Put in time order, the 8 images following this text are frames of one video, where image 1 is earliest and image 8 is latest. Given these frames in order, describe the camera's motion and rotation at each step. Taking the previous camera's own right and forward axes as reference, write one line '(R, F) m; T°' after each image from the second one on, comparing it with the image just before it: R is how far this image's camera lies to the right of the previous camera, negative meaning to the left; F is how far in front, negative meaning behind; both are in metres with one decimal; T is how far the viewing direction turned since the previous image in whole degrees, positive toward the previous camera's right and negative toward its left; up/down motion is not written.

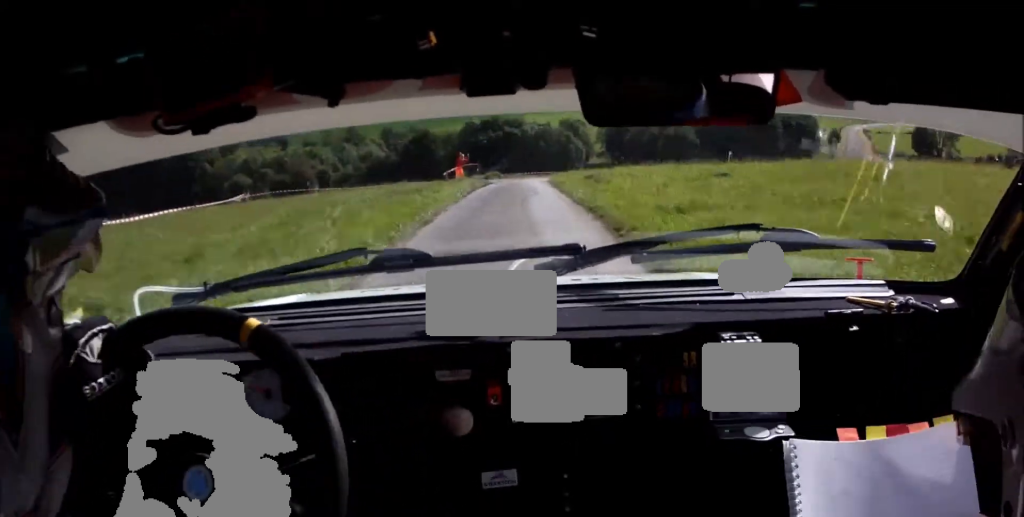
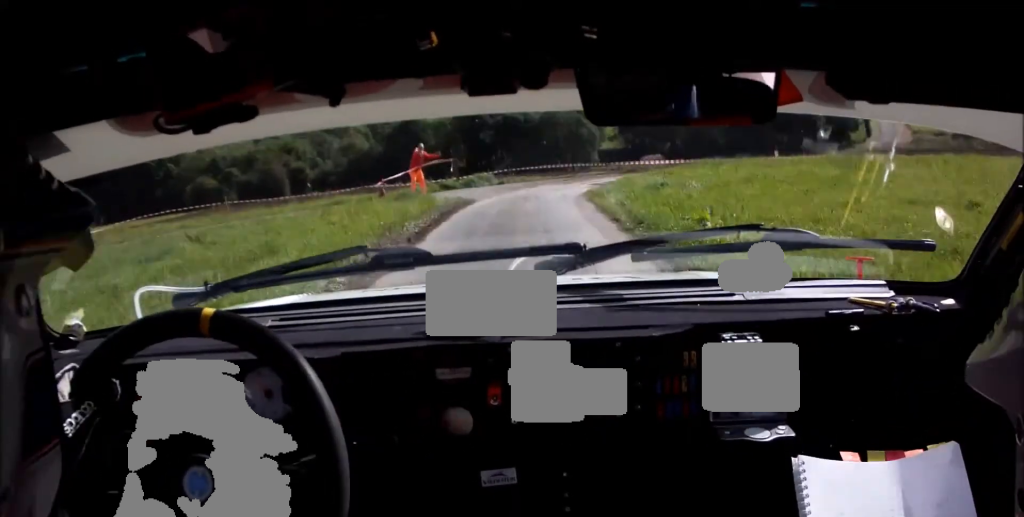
(+0.2, +18.0) m; +2°
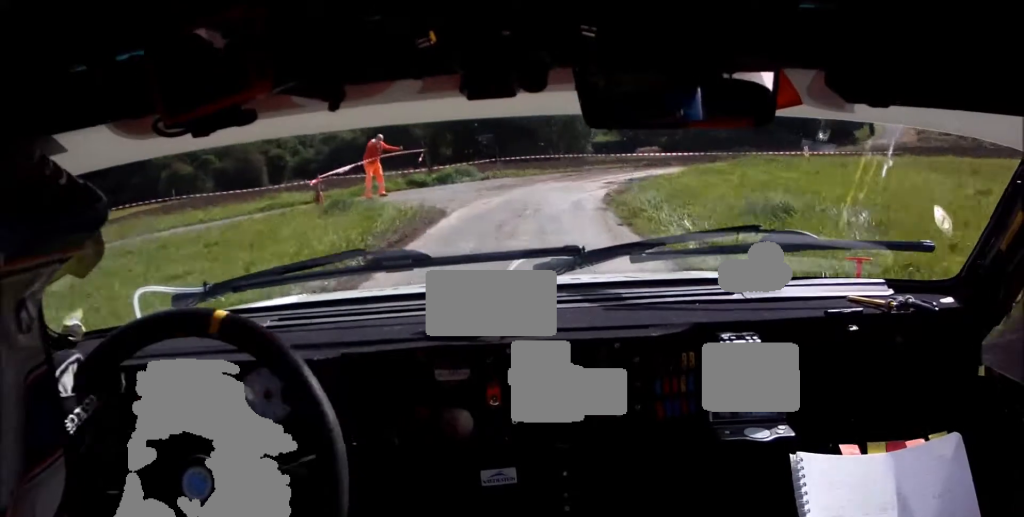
(0.0, +5.8) m; +4°
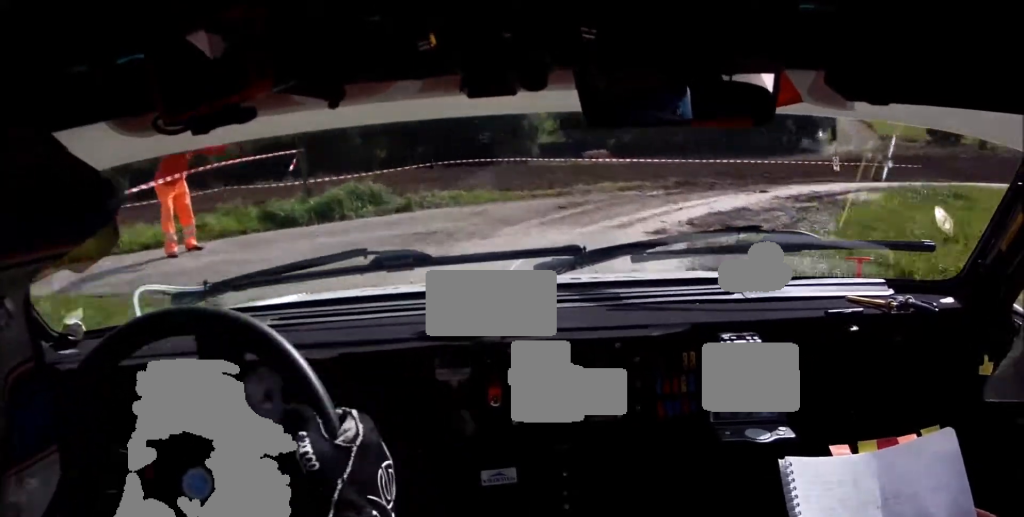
(0.0, +9.9) m; +17°
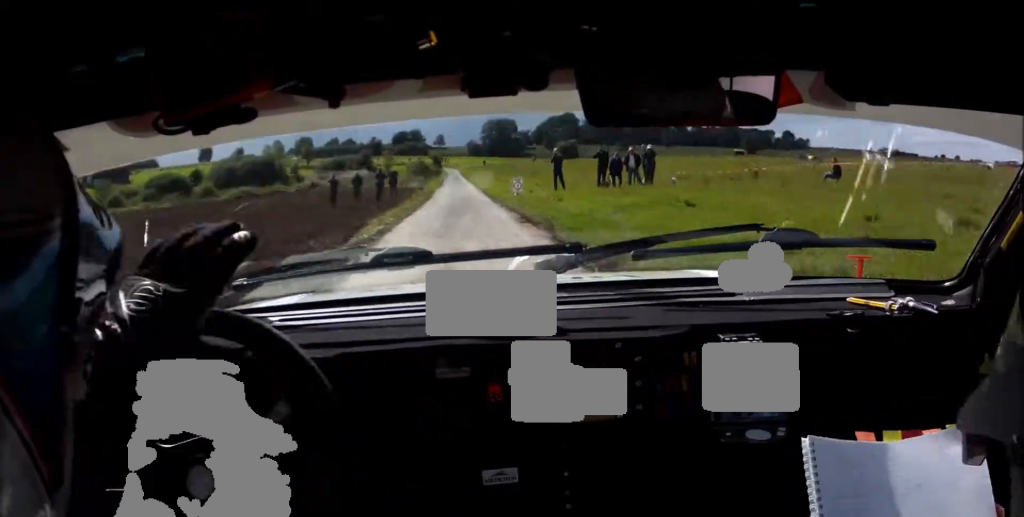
(+8.8, +16.7) m; +43°
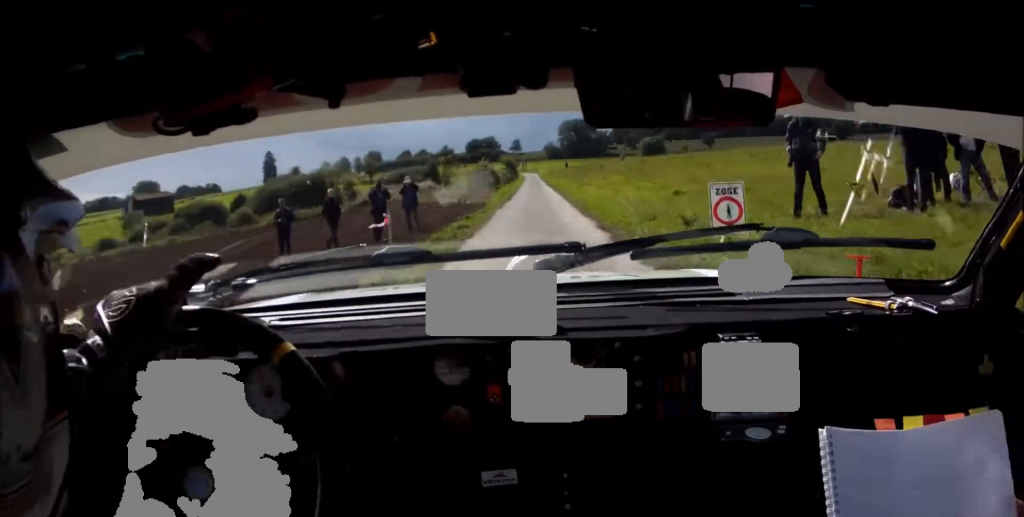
(+2.9, +24.1) m; +7°
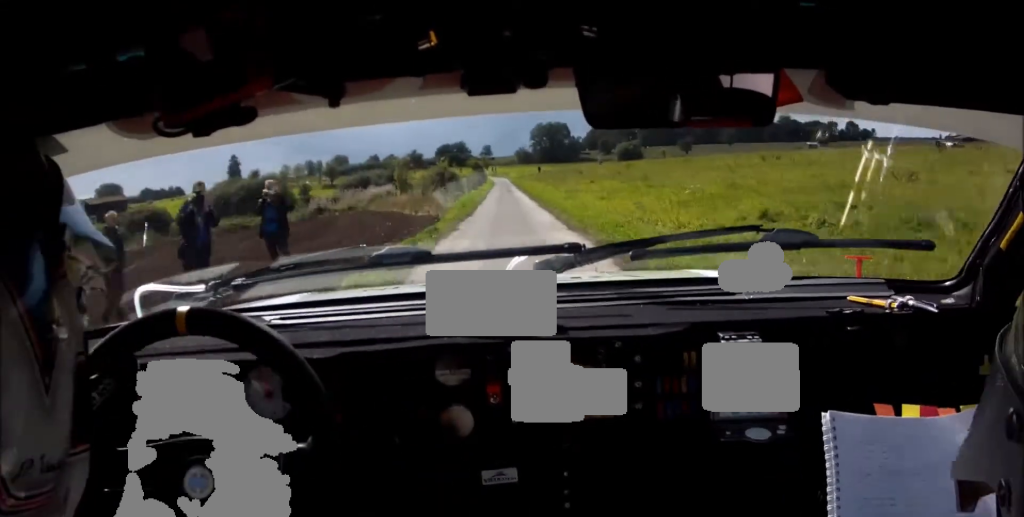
(0.0, +11.8) m; -1°
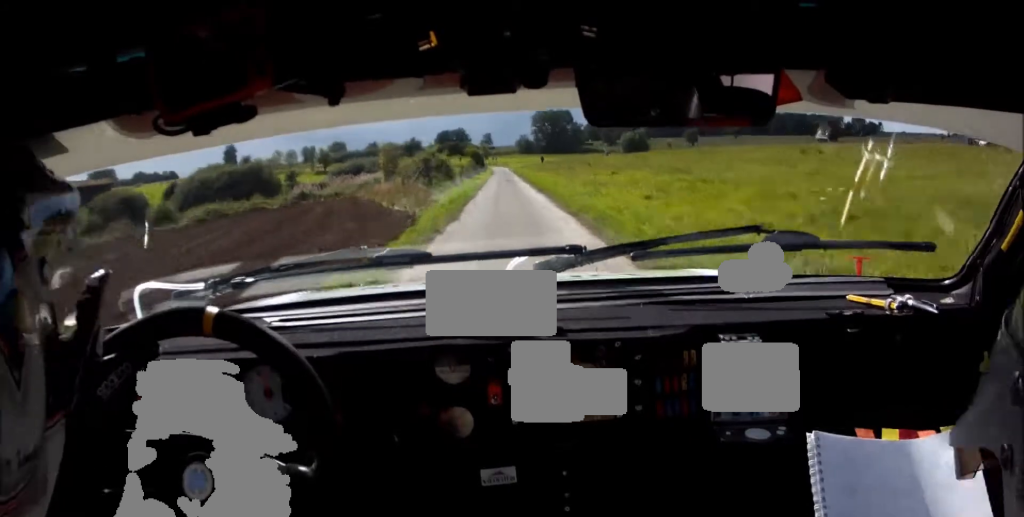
(-0.2, +9.1) m; 0°
